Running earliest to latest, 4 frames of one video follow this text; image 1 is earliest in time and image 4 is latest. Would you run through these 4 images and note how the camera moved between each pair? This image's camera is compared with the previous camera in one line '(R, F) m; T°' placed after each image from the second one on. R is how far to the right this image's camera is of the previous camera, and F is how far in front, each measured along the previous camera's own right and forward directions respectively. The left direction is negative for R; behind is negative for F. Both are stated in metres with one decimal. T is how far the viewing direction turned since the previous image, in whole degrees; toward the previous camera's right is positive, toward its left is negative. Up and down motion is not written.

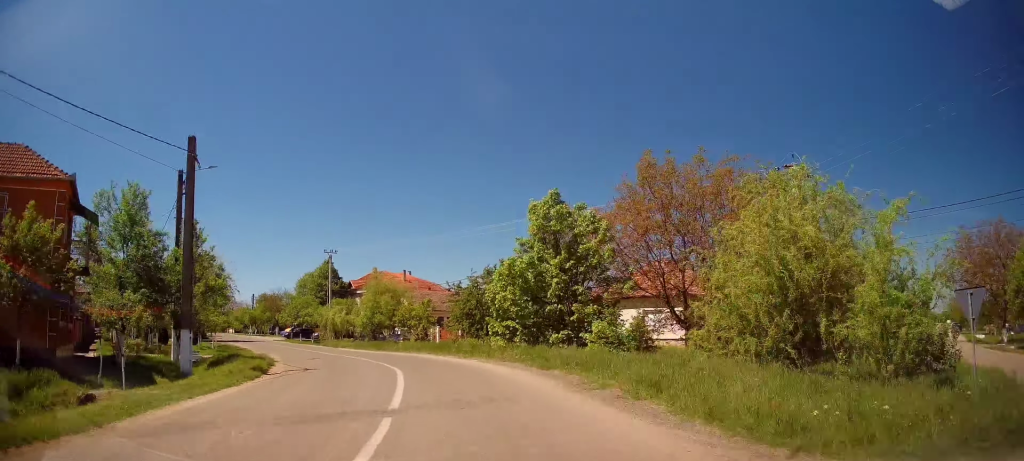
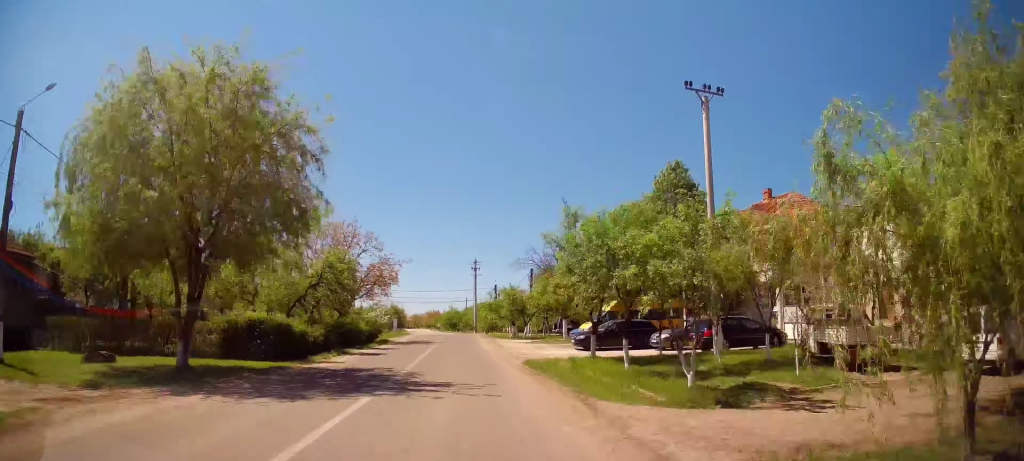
(-11.8, +43.0) m; -29°
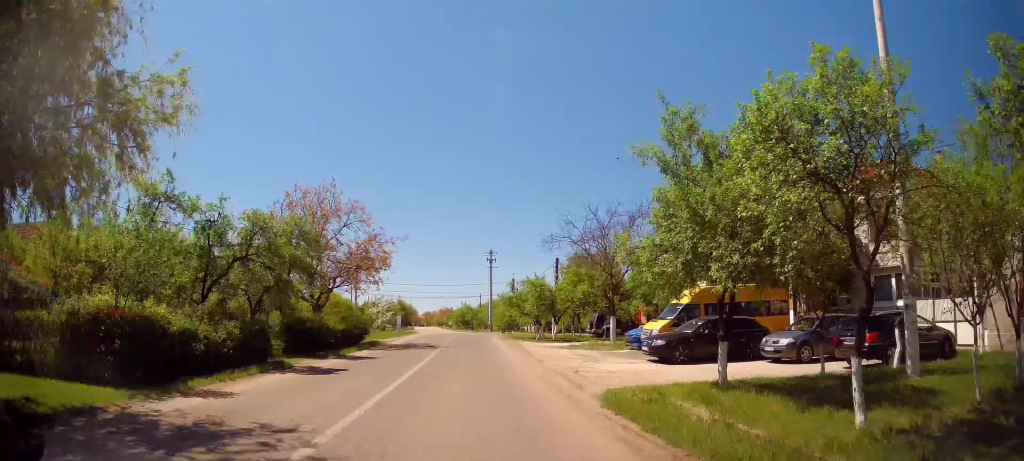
(-0.2, +9.6) m; -3°
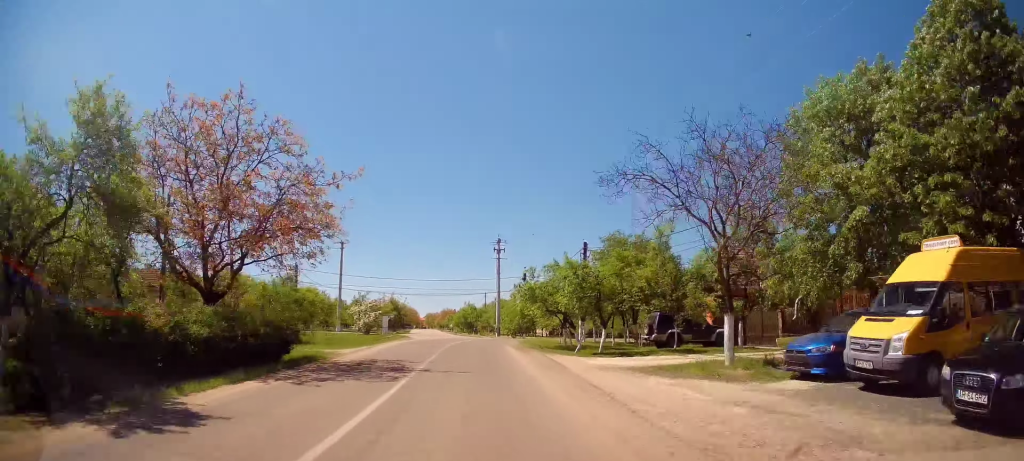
(-0.4, +12.7) m; -3°
